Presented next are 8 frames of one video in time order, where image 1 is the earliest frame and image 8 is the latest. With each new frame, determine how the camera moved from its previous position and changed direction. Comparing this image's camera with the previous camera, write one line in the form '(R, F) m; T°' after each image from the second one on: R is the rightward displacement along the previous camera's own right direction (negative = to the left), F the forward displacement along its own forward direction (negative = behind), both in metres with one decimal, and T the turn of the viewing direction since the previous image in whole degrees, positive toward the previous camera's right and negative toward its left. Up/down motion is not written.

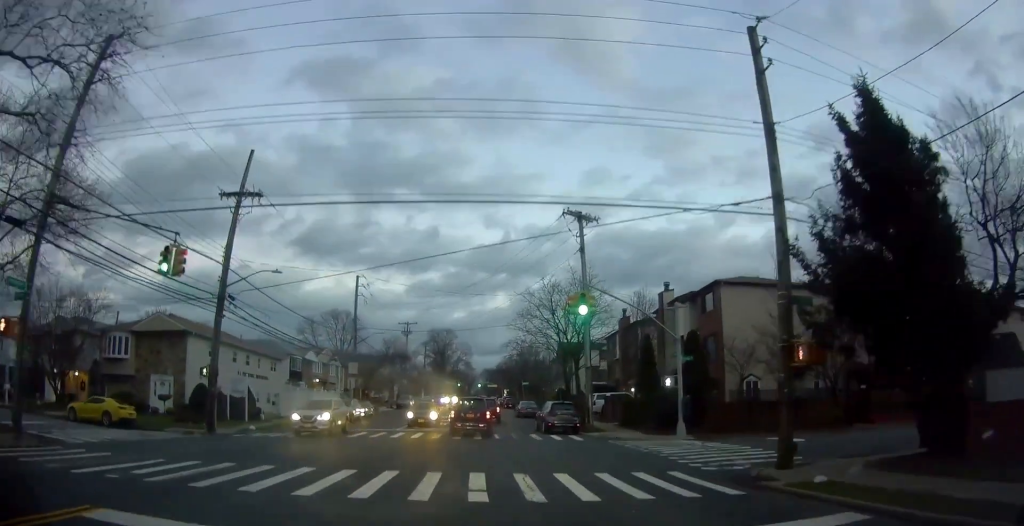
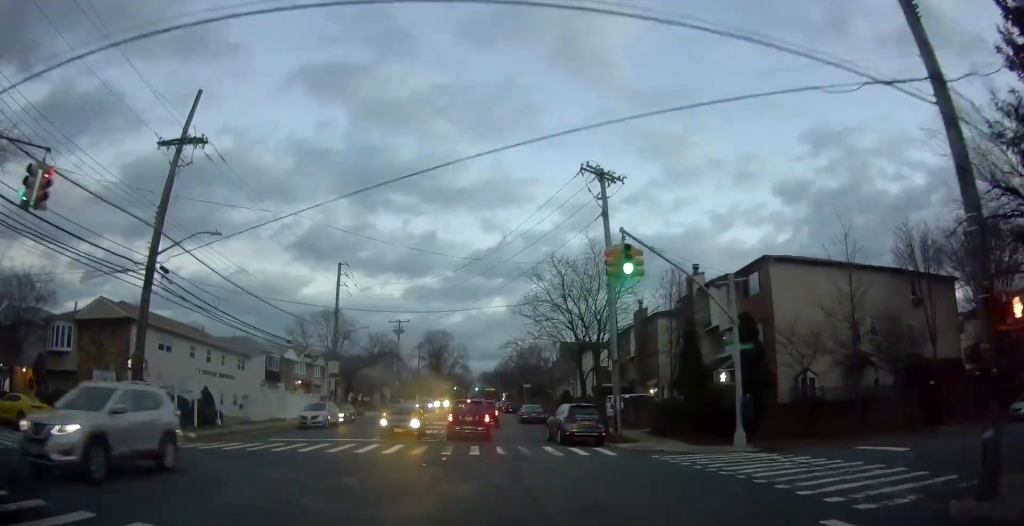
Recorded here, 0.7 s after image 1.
(-0.2, +6.5) m; 0°
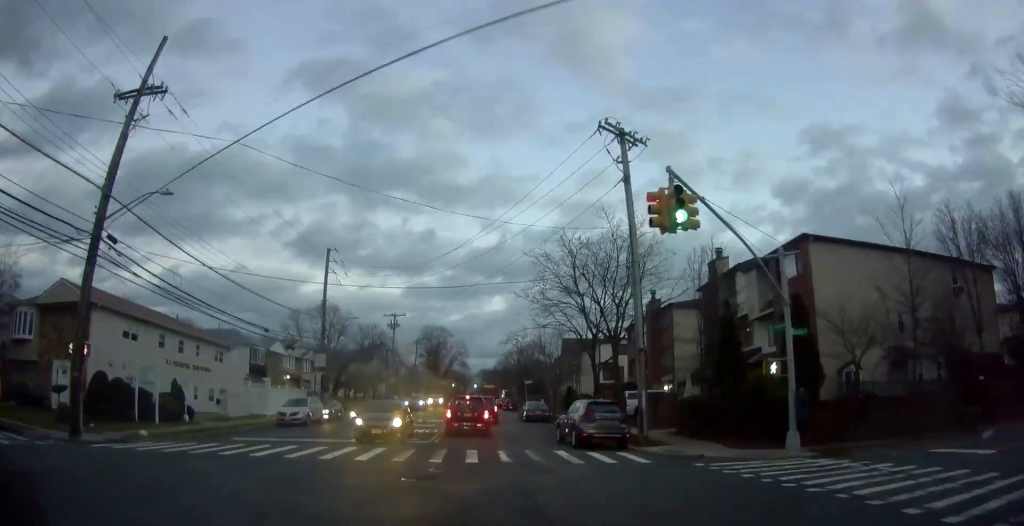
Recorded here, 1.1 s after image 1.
(-0.2, +3.7) m; 0°
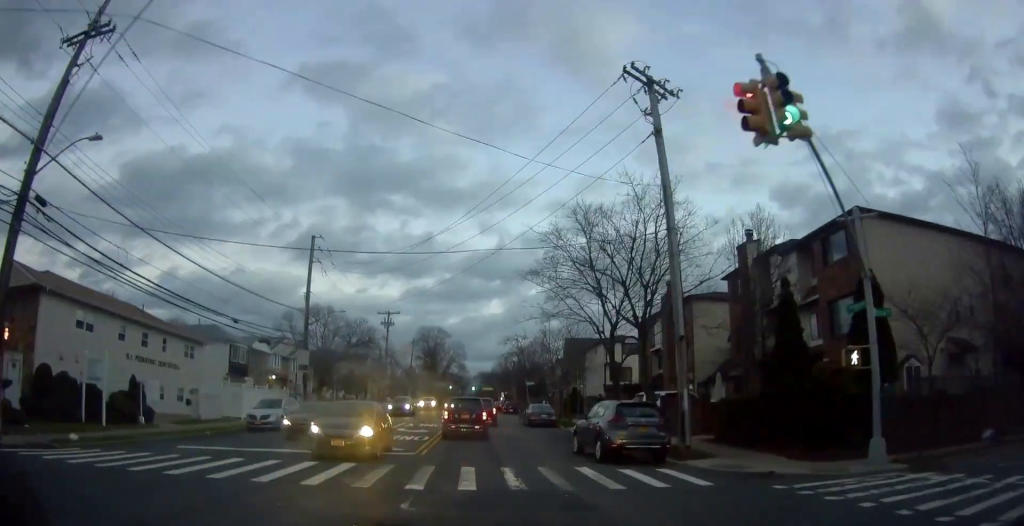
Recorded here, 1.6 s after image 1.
(+0.2, +4.4) m; +2°
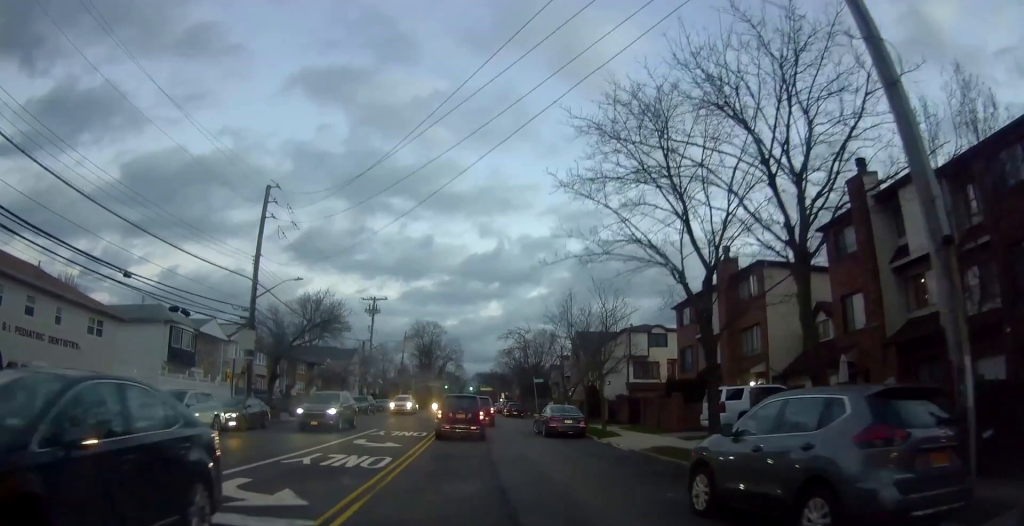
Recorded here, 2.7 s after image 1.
(+0.4, +10.5) m; +2°
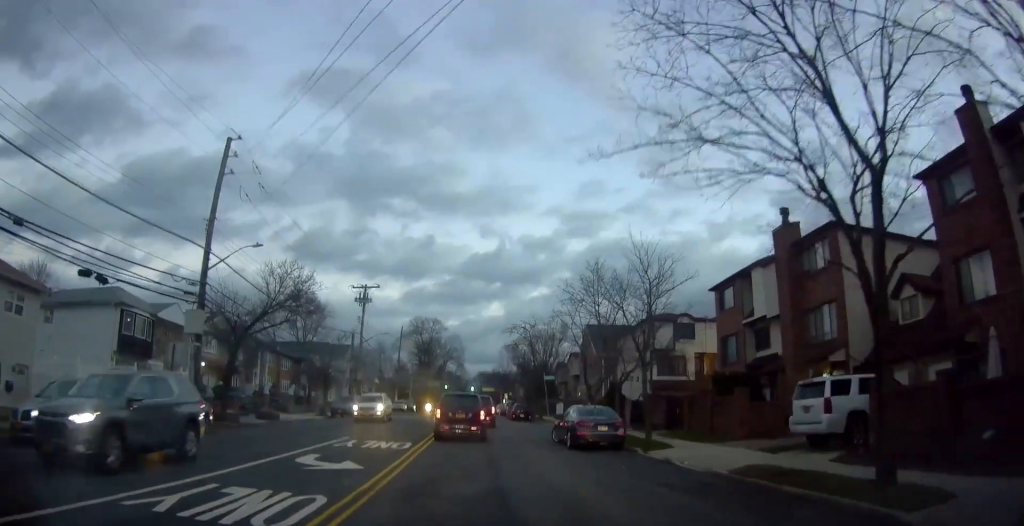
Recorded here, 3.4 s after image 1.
(0.0, +6.6) m; -1°
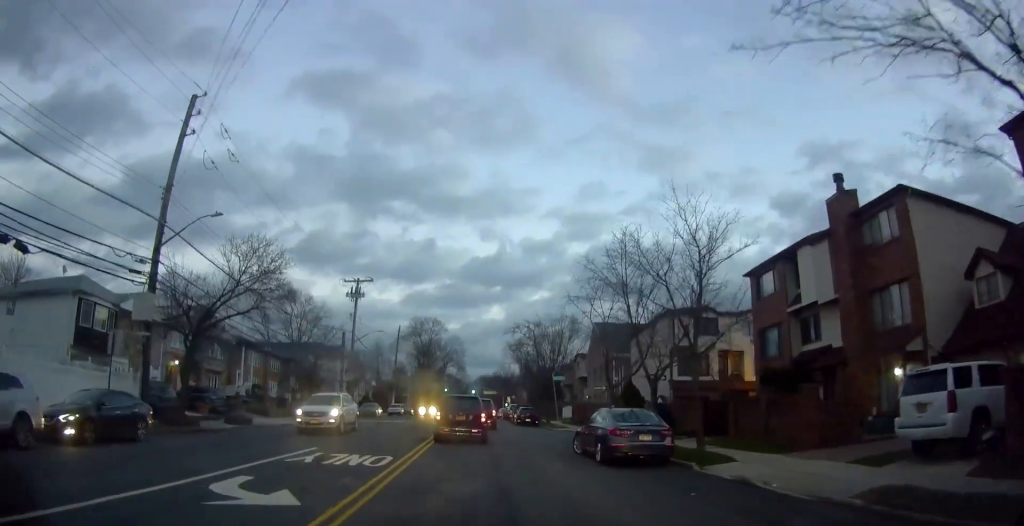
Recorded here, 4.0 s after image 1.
(-0.1, +4.7) m; -2°
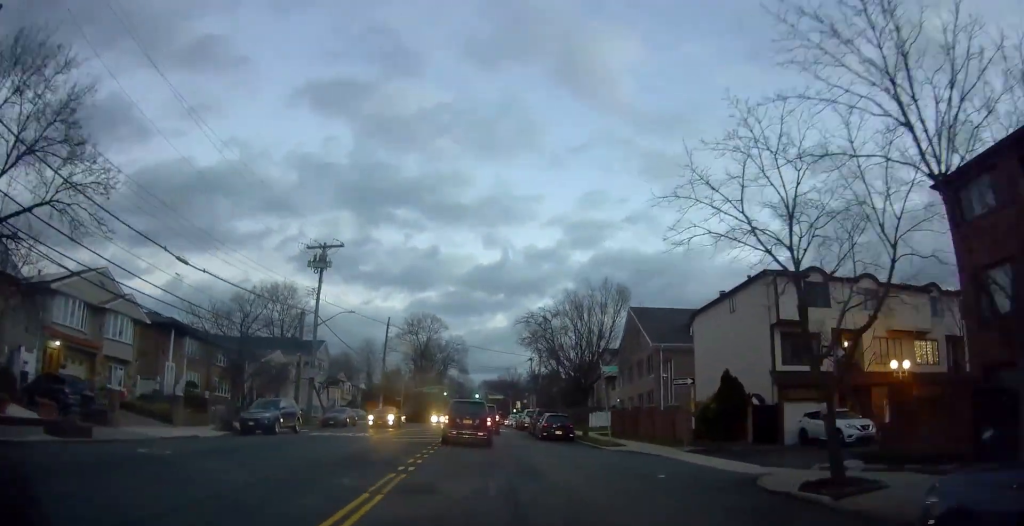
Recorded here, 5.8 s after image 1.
(-0.1, +14.8) m; -1°
